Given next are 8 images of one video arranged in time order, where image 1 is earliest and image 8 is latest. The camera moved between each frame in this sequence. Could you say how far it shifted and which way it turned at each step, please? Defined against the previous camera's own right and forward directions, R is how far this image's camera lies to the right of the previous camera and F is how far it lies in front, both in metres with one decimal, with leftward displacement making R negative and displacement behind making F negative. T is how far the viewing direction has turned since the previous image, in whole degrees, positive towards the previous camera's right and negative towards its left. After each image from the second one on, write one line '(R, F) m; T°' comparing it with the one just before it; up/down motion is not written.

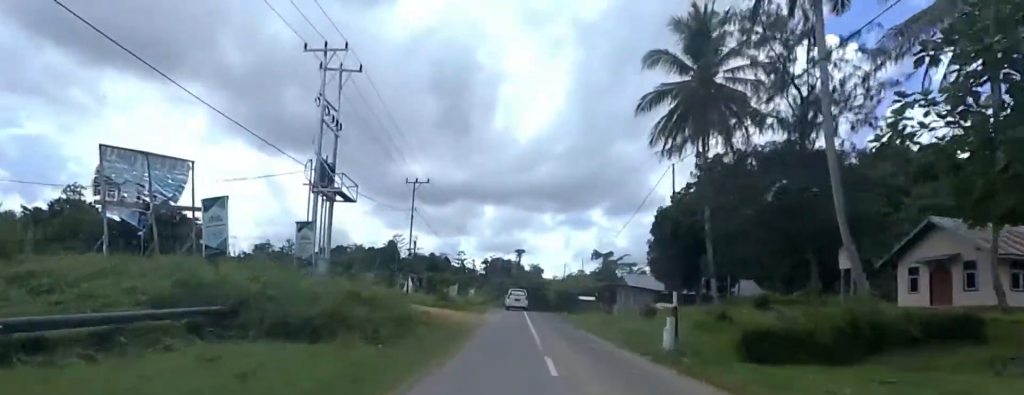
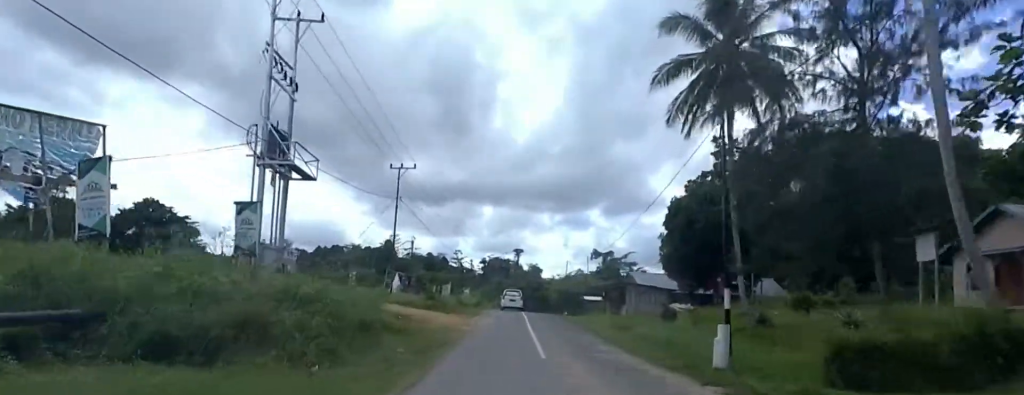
(-0.4, +4.9) m; -1°
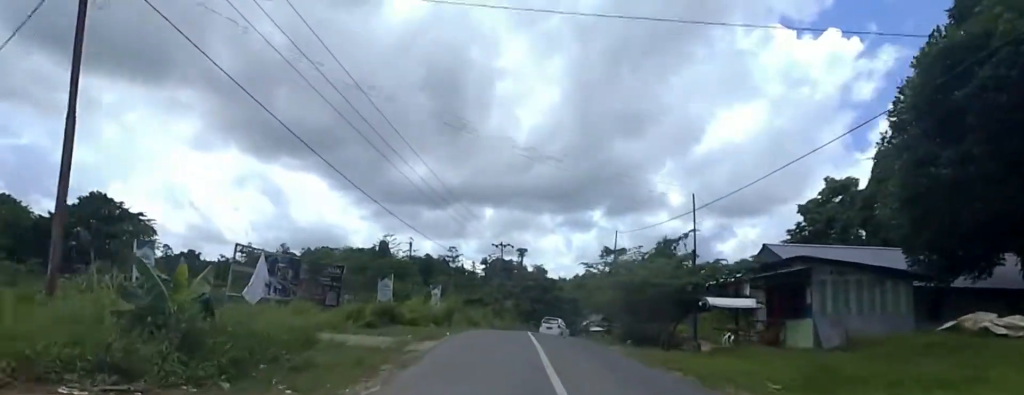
(-0.7, +28.6) m; -2°
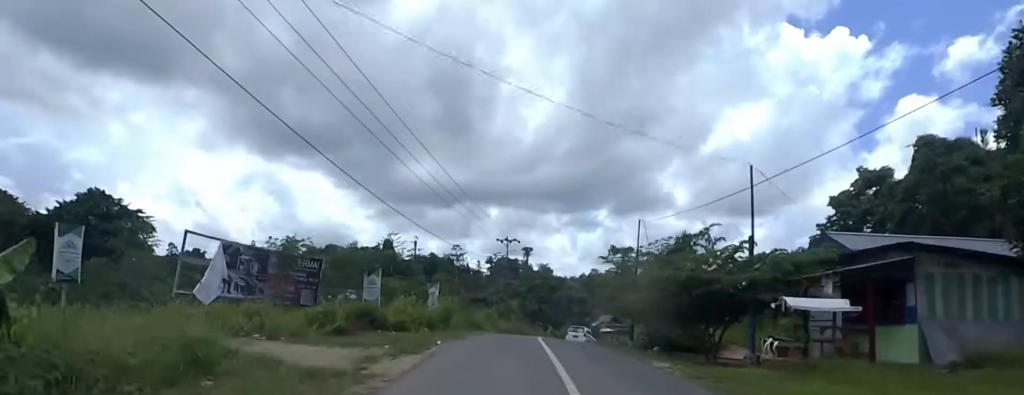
(-0.1, +4.4) m; -1°
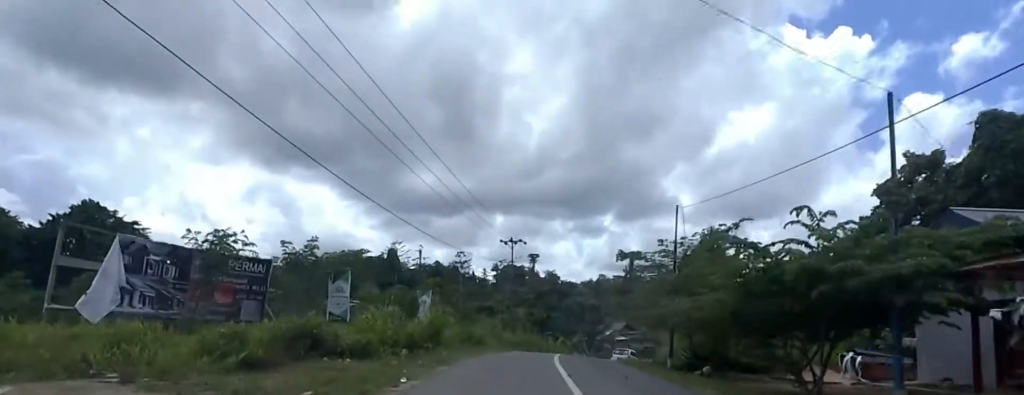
(-0.1, +5.8) m; +1°
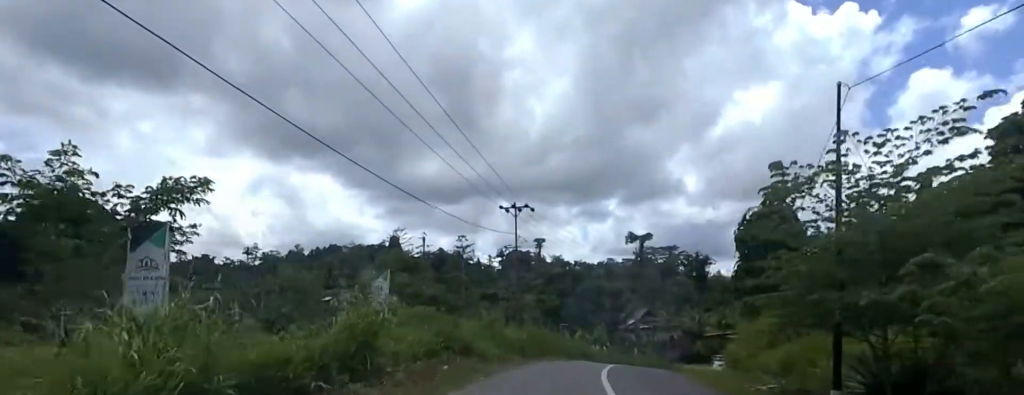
(+0.4, +11.4) m; +1°
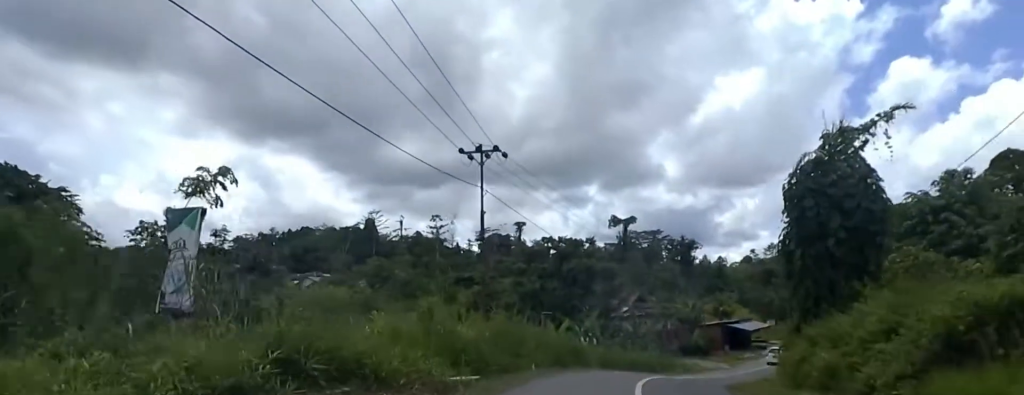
(-0.4, +10.4) m; +5°
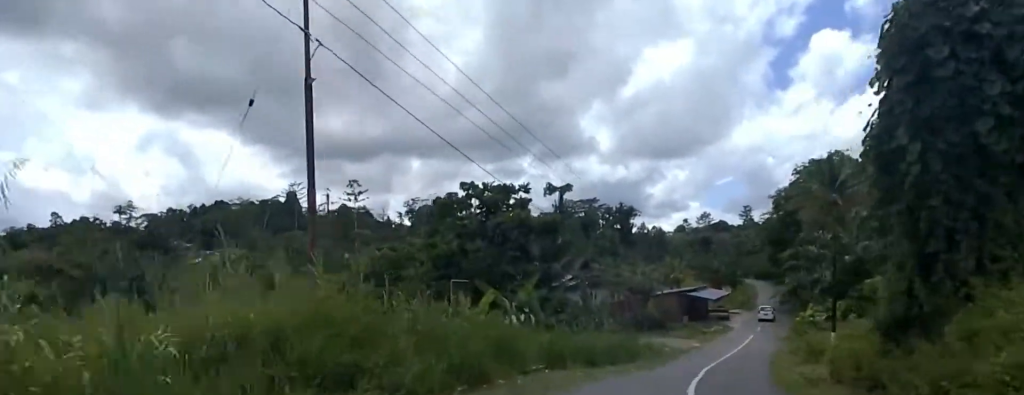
(+1.7, +13.1) m; +11°
